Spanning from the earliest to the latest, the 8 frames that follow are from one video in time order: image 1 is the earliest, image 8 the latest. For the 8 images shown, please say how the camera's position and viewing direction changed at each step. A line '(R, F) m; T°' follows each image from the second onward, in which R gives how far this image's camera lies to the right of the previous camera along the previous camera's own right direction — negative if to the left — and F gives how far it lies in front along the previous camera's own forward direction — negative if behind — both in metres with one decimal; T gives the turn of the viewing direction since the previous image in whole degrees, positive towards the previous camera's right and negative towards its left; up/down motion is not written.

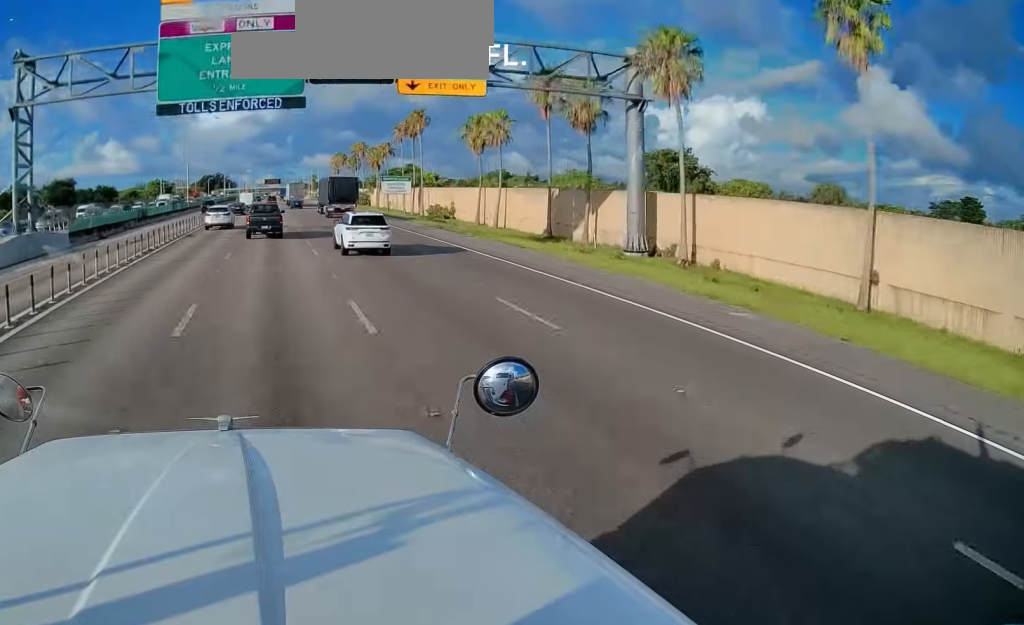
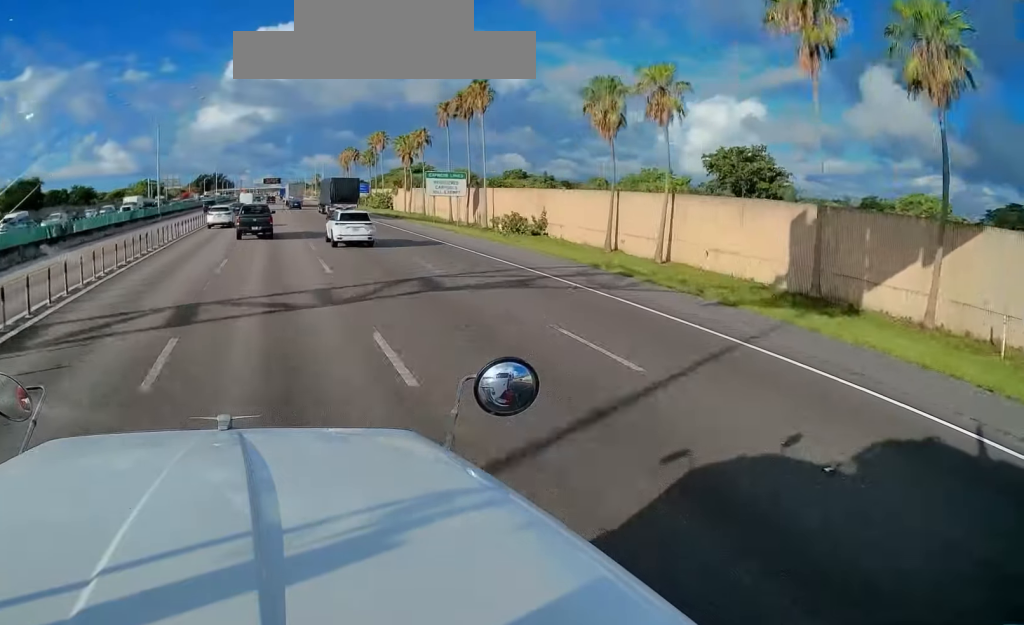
(-0.1, +25.7) m; 0°
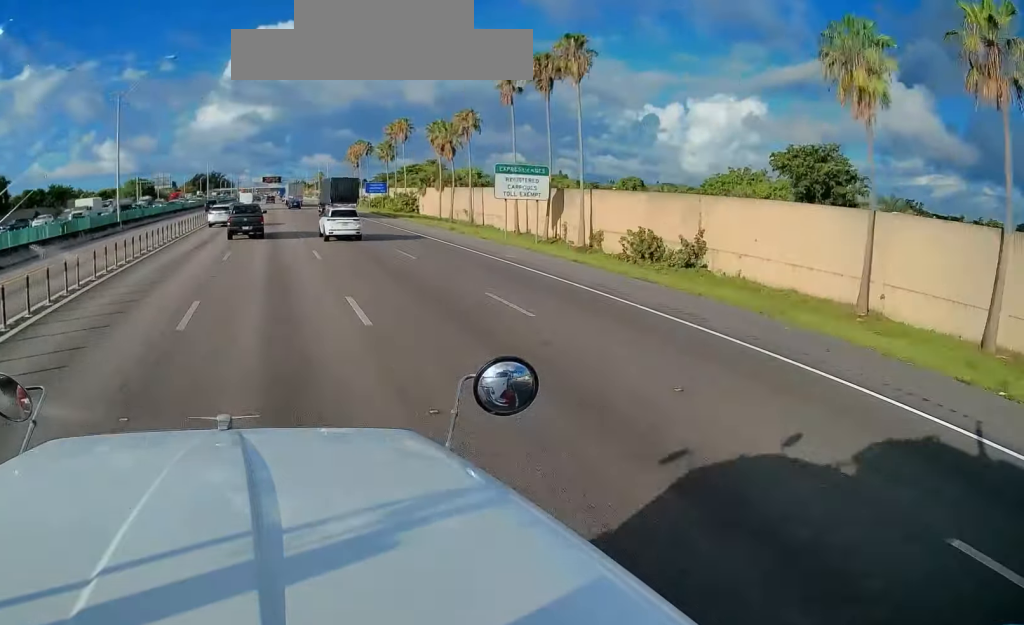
(+0.2, +21.3) m; 0°
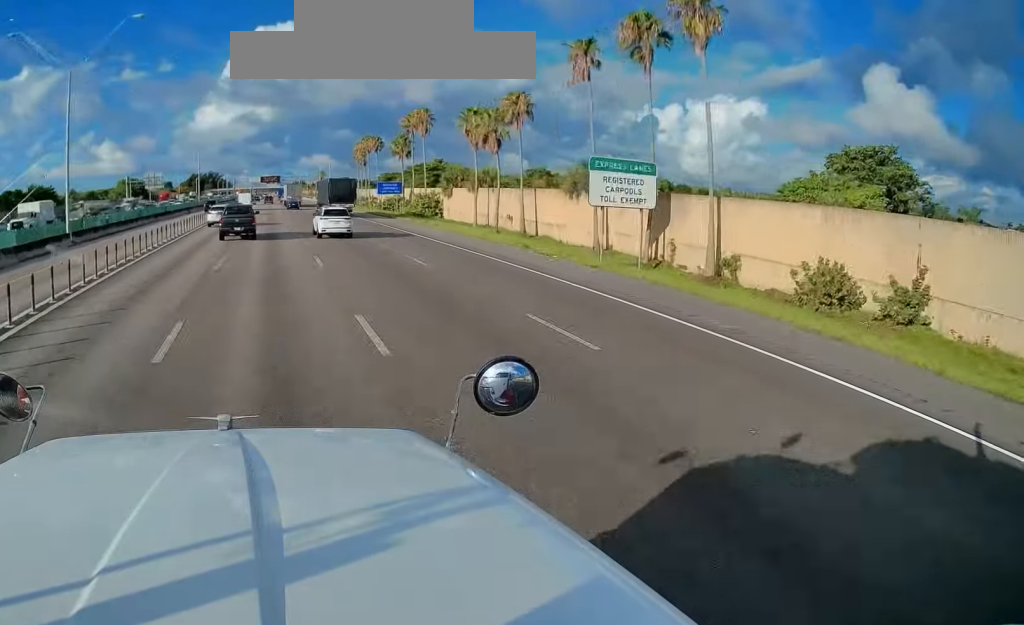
(+0.1, +13.4) m; 0°
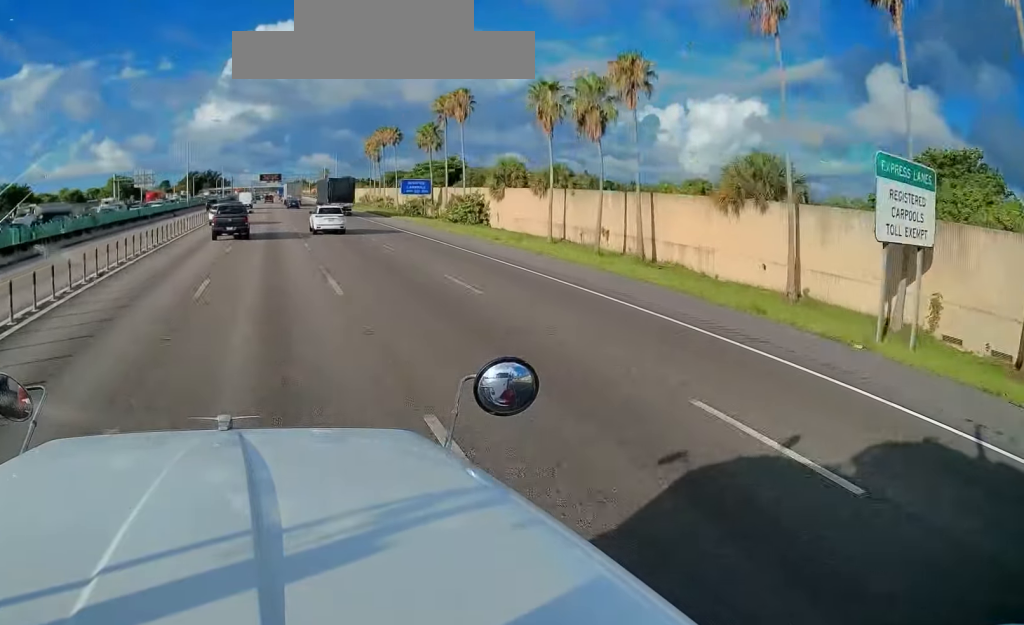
(-0.5, +17.5) m; 0°
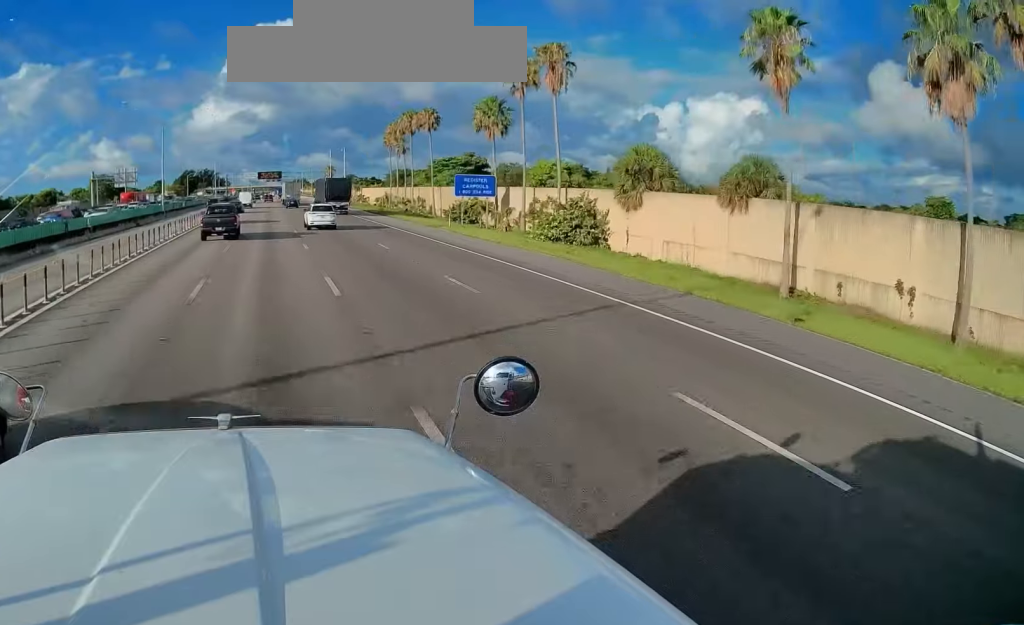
(+0.5, +25.0) m; +1°
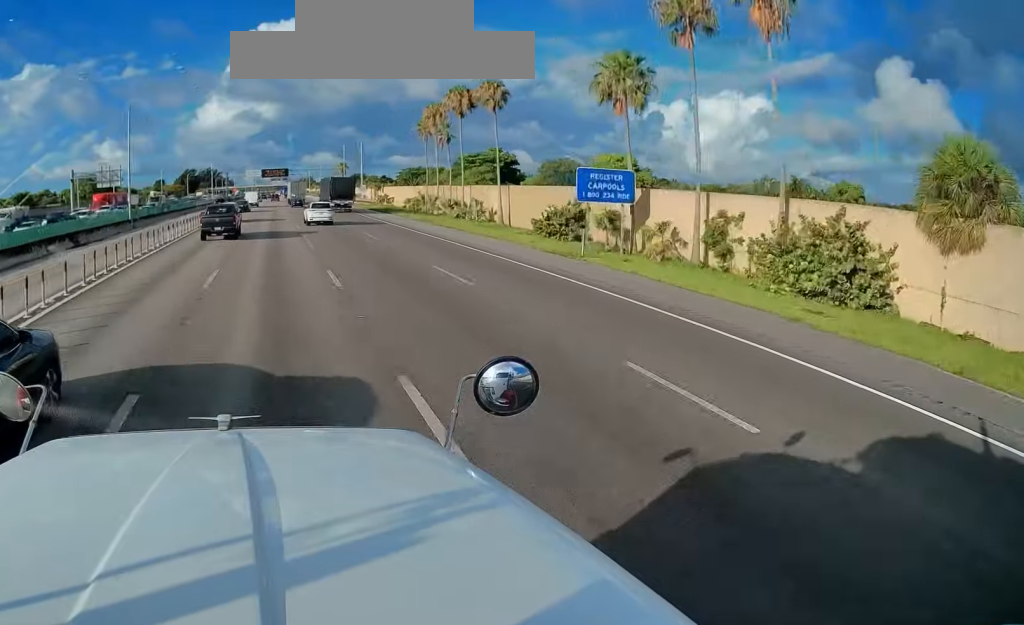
(-0.3, +22.1) m; -1°
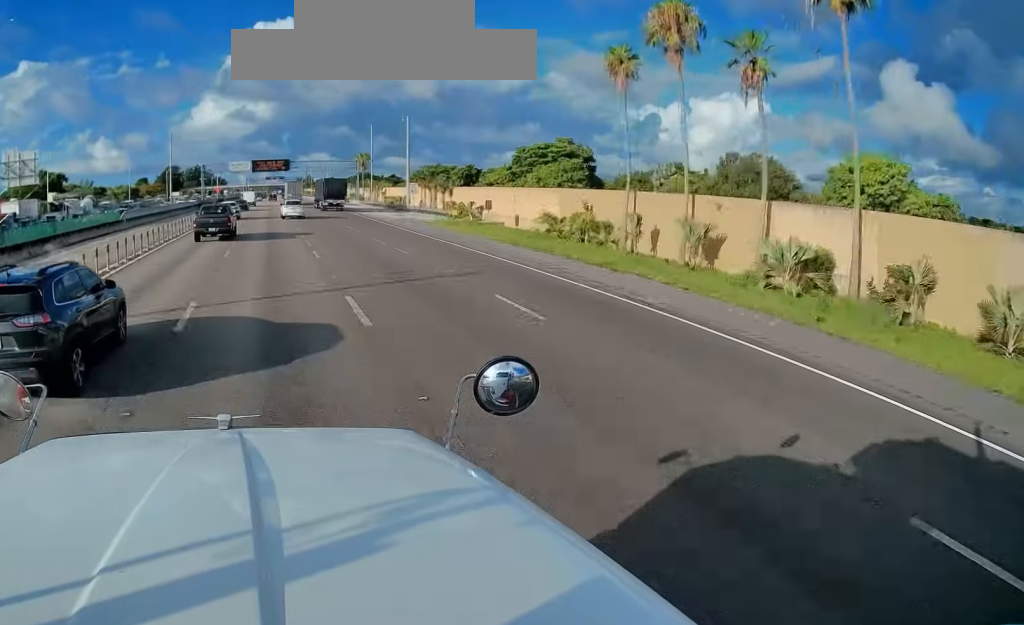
(-0.3, +53.0) m; 0°
